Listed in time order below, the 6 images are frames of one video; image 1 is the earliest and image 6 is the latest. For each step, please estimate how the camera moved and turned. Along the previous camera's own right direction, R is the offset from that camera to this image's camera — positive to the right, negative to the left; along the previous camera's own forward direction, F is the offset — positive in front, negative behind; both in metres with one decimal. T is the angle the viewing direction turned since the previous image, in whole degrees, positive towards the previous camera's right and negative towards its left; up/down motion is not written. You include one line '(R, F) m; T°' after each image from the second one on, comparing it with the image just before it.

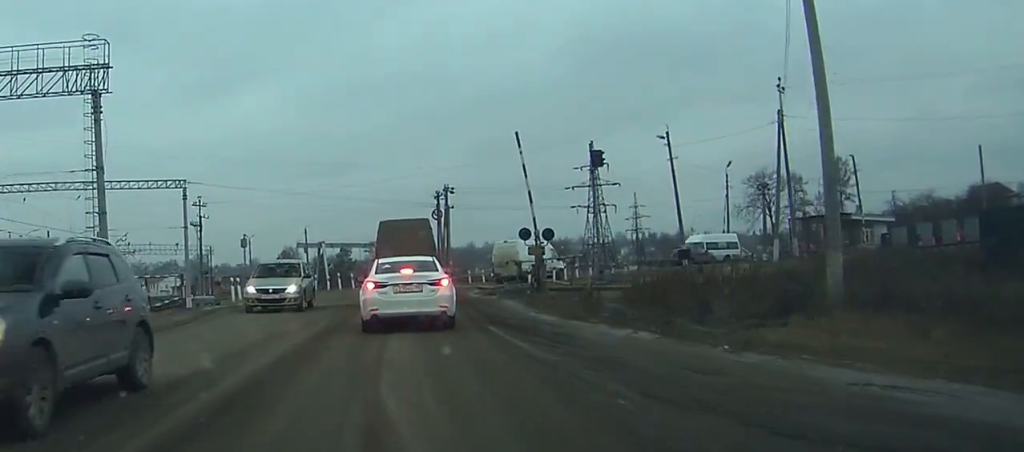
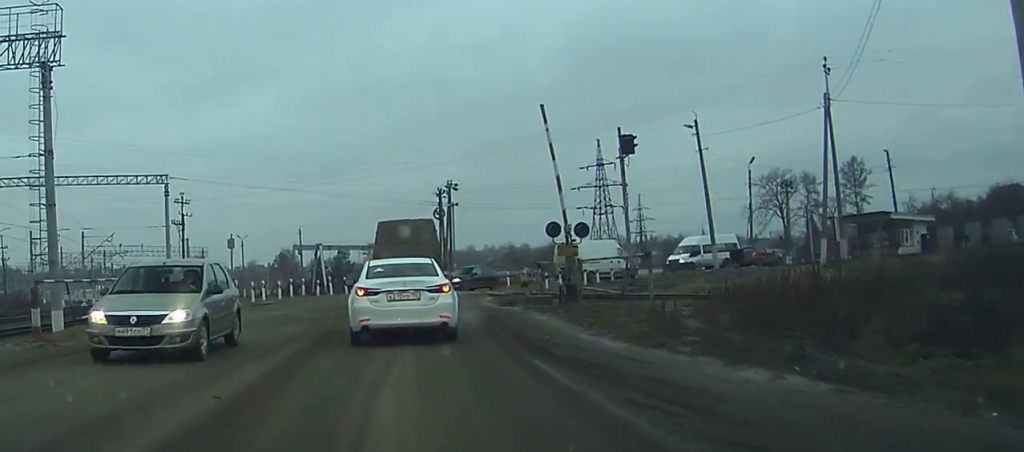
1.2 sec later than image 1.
(+0.2, +6.6) m; +1°
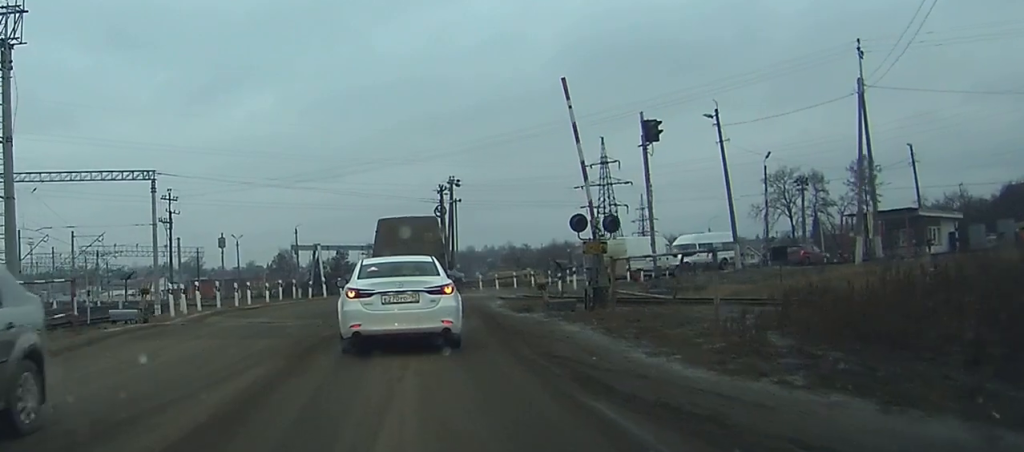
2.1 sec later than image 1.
(0.0, +3.8) m; -1°
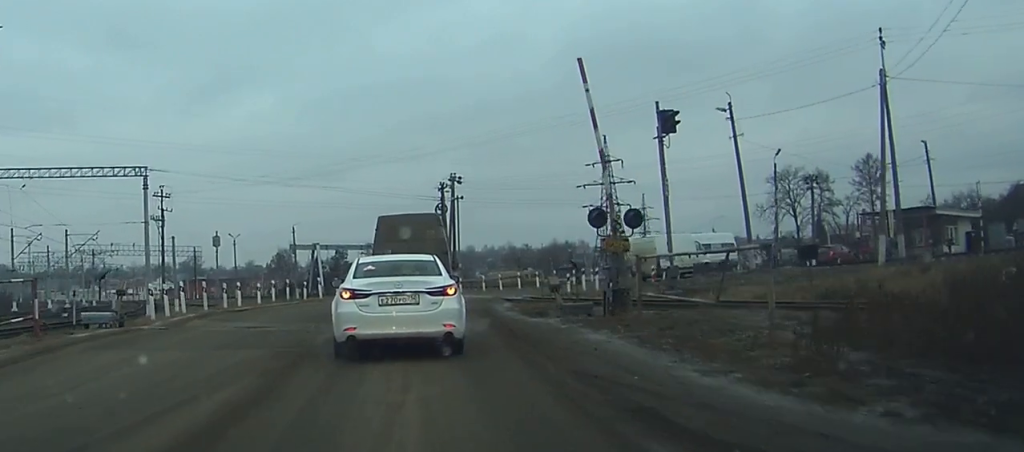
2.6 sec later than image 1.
(0.0, +2.1) m; -1°
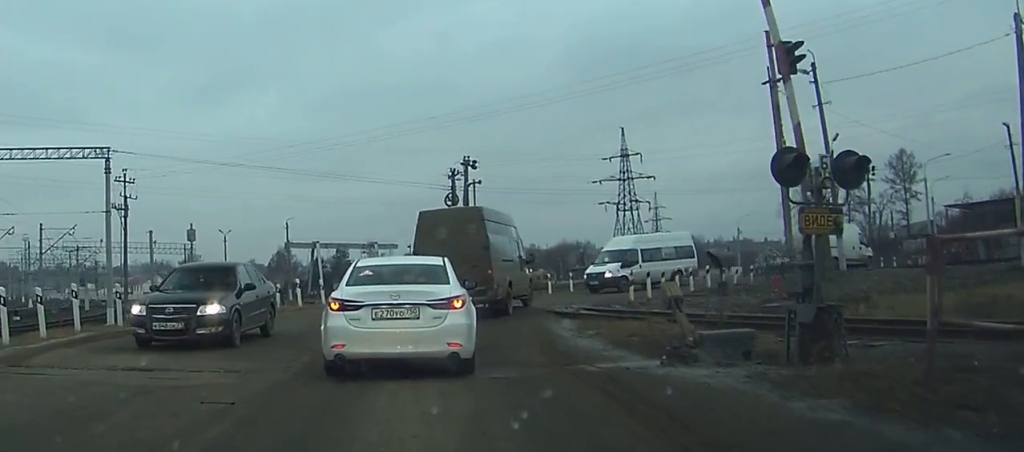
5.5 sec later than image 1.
(-0.2, +9.8) m; -2°
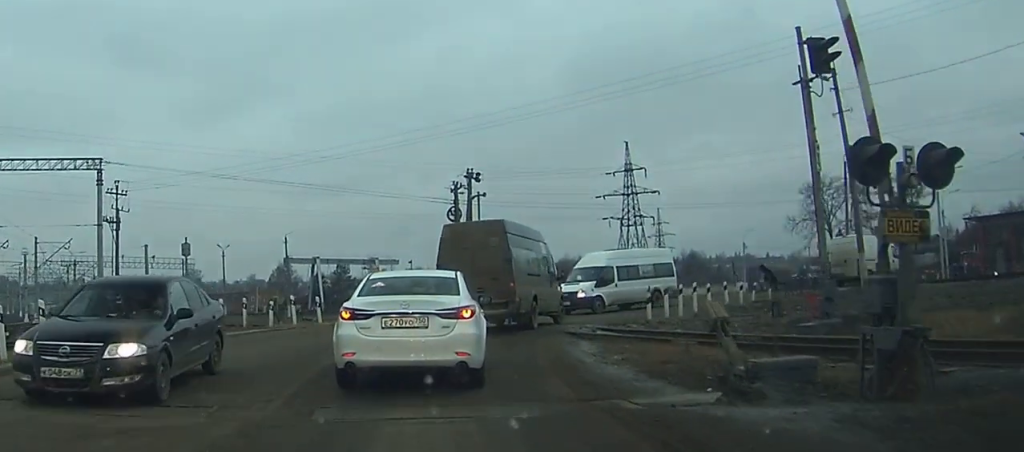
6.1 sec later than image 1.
(0.0, +1.8) m; -1°
